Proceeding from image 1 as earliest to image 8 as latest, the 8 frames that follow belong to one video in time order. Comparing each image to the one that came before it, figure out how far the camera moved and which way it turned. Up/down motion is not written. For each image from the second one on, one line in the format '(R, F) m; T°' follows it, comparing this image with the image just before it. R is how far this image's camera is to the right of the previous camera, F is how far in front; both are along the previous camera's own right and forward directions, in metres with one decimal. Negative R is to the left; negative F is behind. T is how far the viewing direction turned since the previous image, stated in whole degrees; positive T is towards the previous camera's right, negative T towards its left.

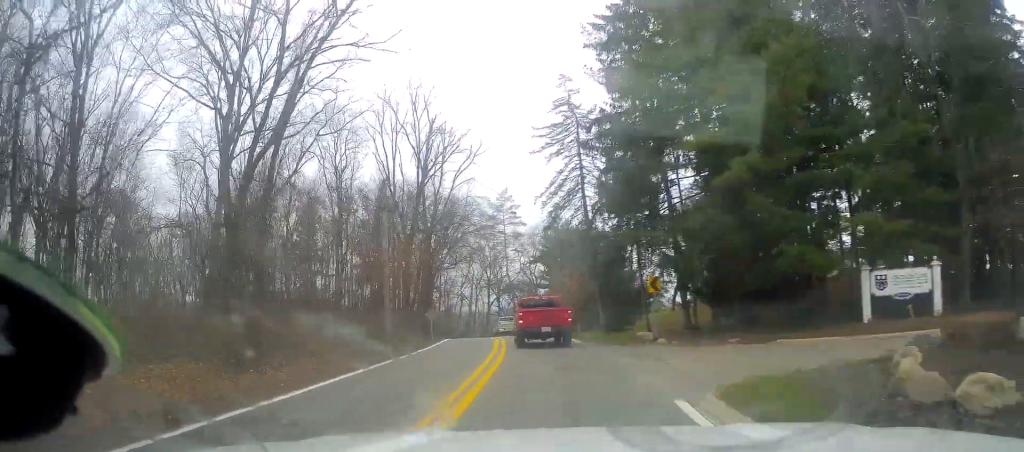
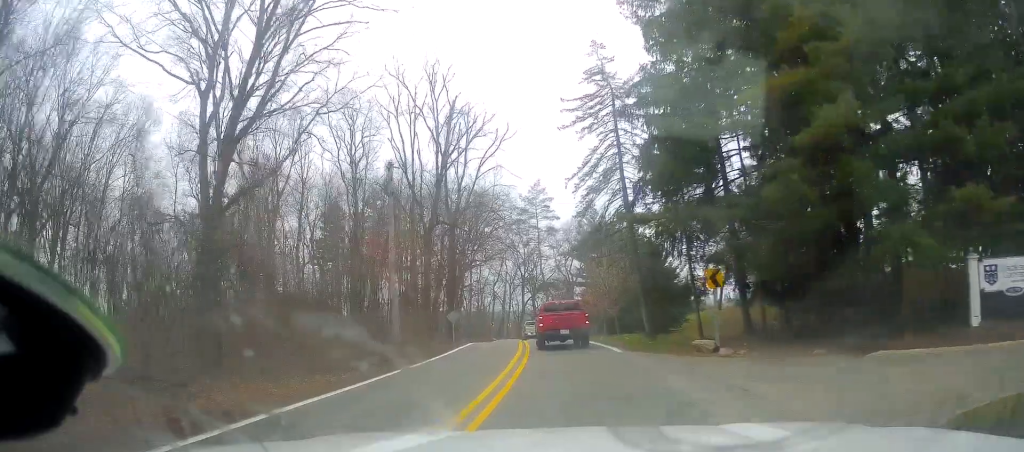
(-0.1, +5.3) m; -2°
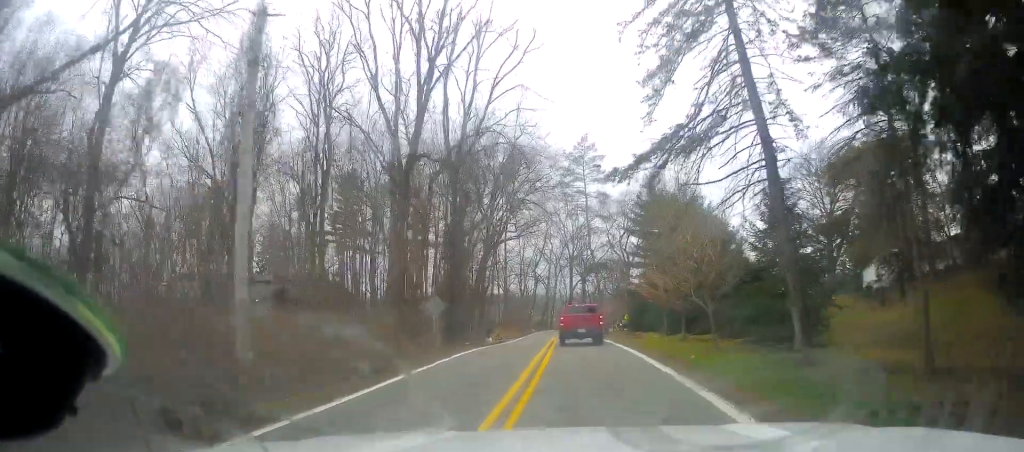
(-0.9, +16.6) m; -5°
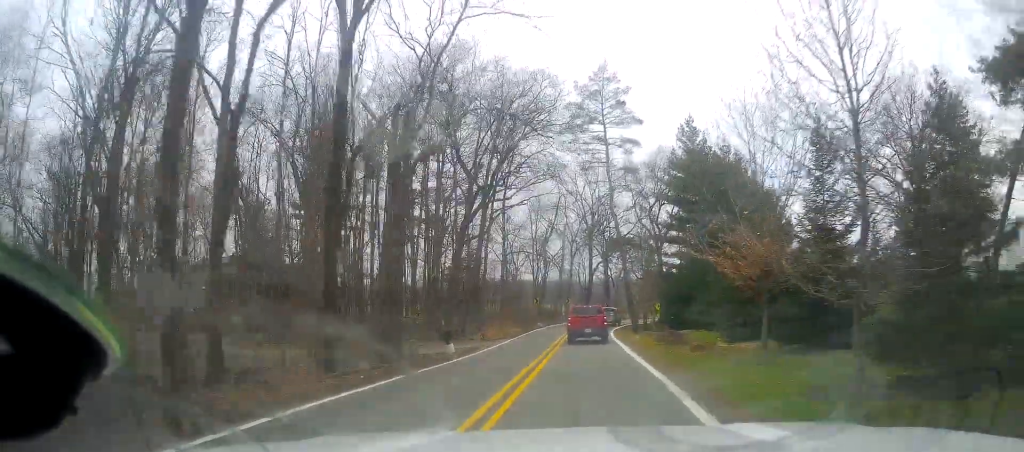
(-0.2, +17.2) m; -4°
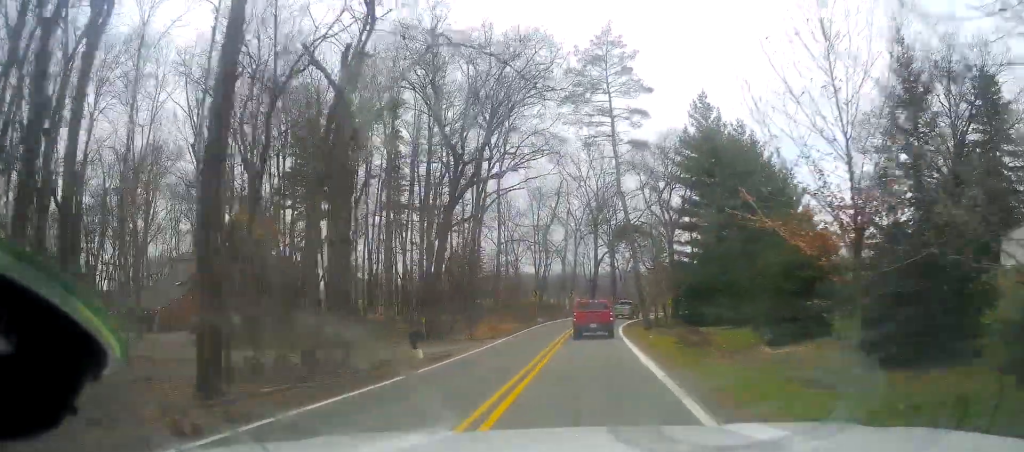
(-0.3, +5.8) m; 0°
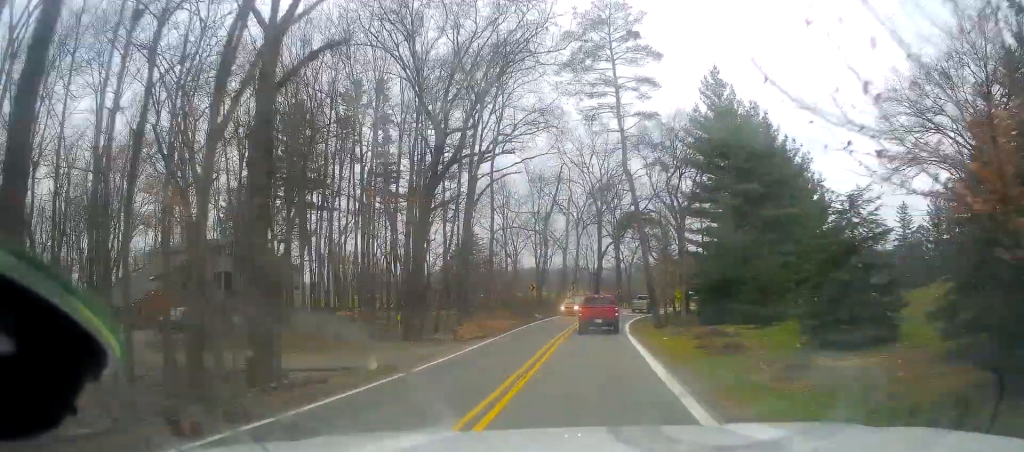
(-0.2, +4.8) m; 0°
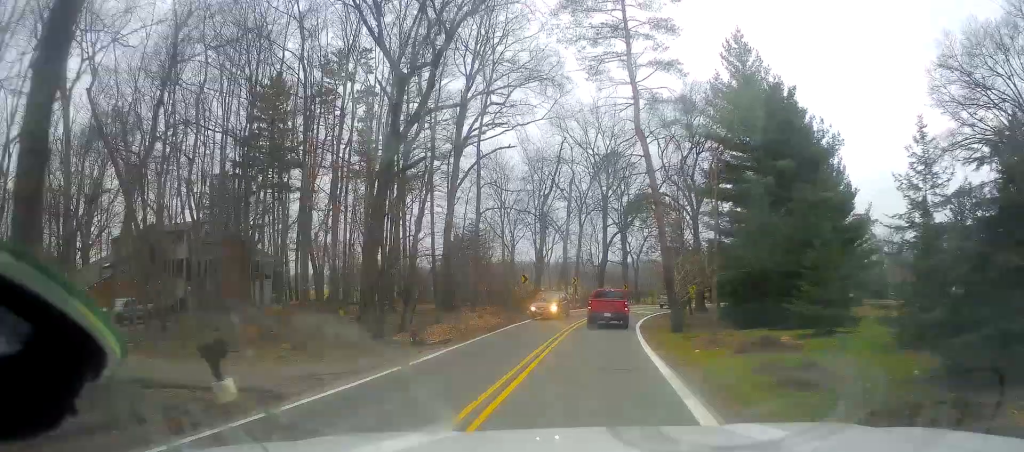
(+0.4, +6.9) m; 0°
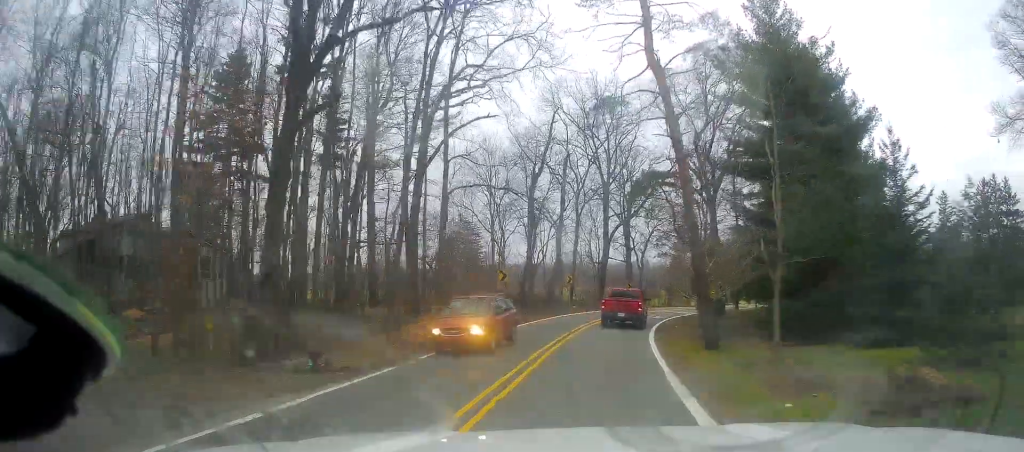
(-0.1, +8.2) m; -2°
